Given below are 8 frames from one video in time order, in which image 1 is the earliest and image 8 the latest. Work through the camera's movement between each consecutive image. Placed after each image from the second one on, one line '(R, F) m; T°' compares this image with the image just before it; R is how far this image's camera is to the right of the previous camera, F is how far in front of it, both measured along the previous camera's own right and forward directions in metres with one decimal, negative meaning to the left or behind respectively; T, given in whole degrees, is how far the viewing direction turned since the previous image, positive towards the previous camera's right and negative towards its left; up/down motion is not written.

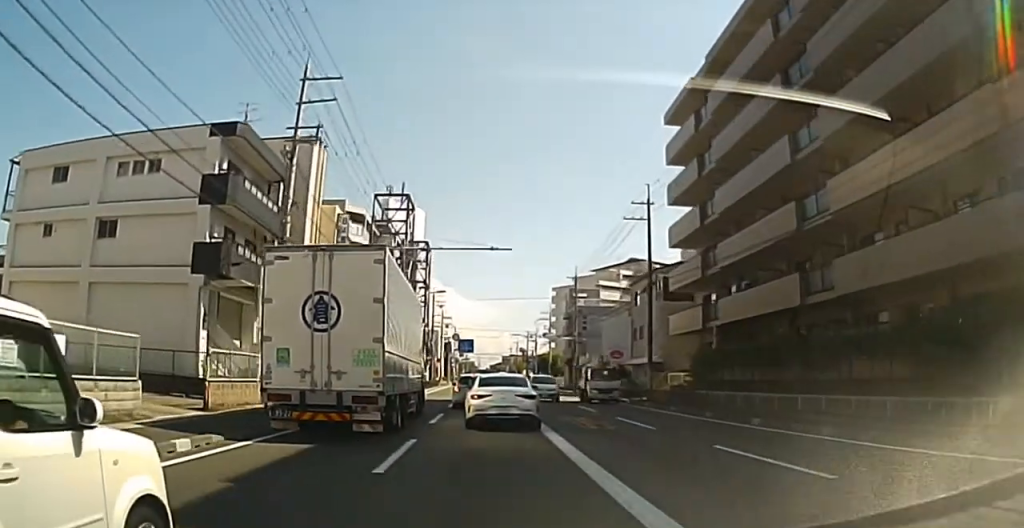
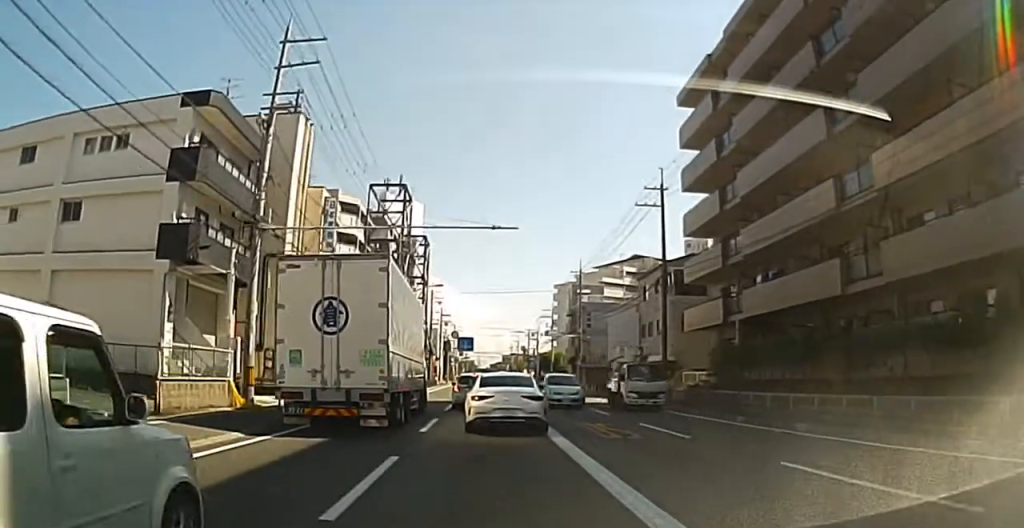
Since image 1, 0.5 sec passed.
(0.0, +3.2) m; 0°
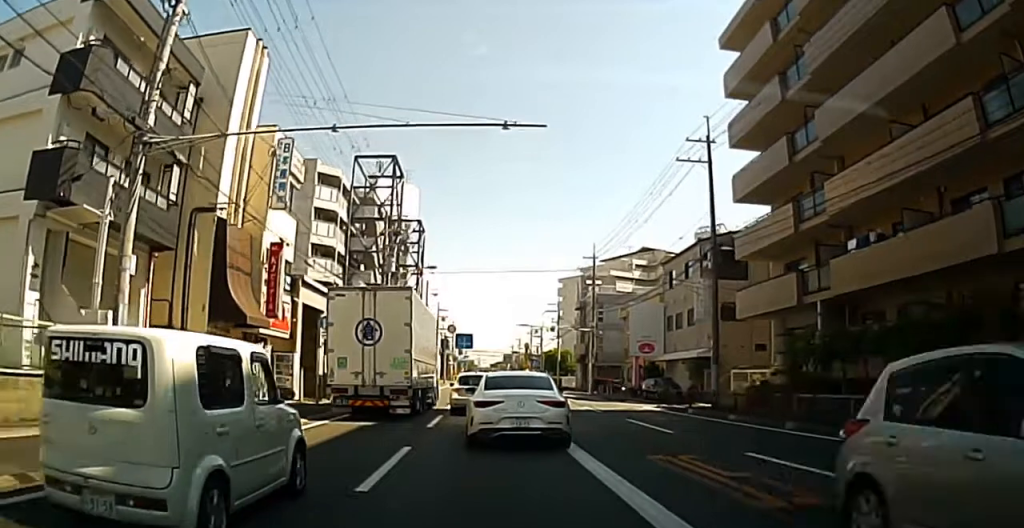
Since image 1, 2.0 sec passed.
(0.0, +8.2) m; 0°
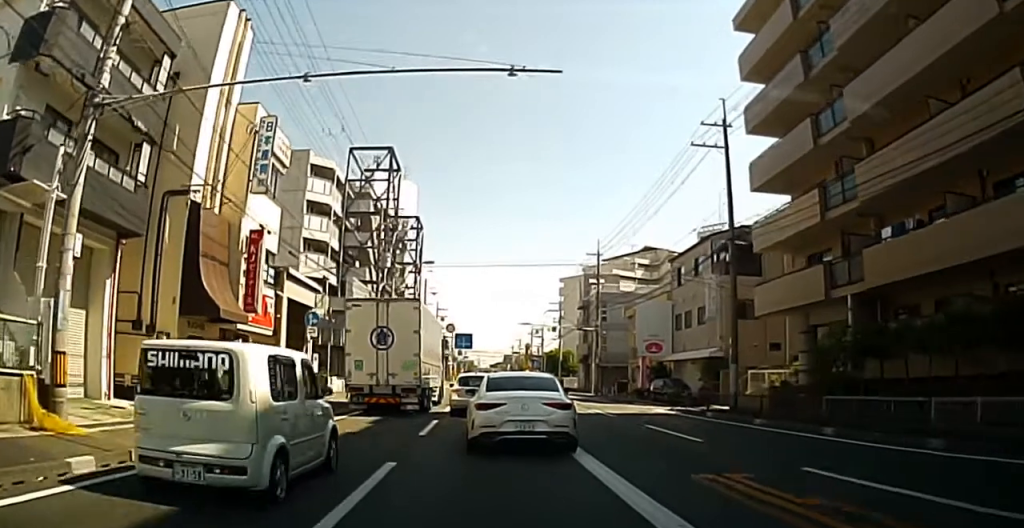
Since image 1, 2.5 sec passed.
(0.0, +2.4) m; 0°
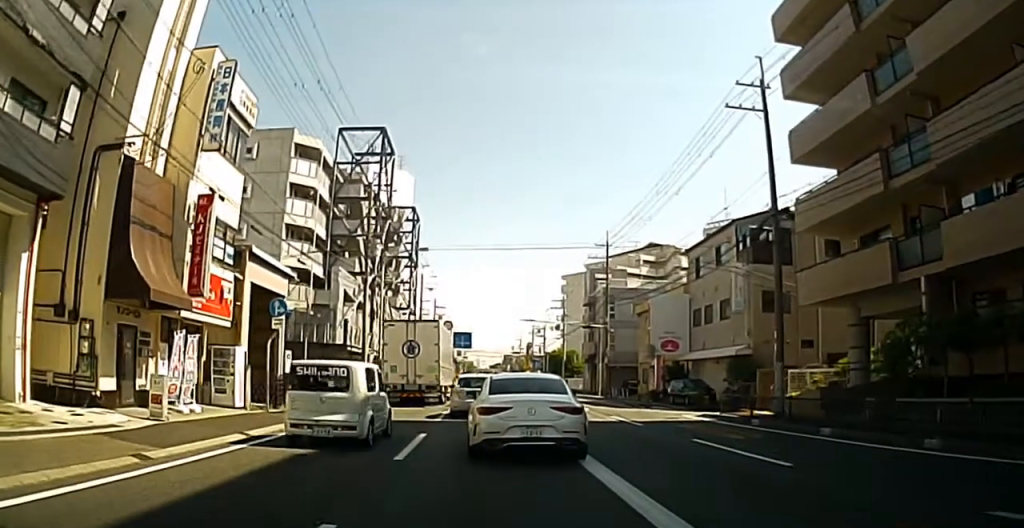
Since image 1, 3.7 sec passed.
(0.0, +5.0) m; 0°
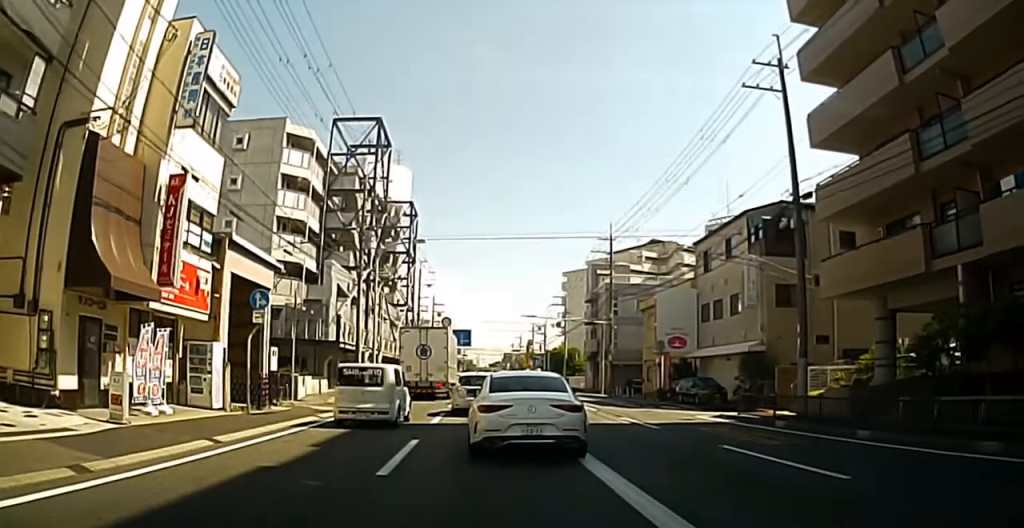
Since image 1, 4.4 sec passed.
(0.0, +2.6) m; 0°
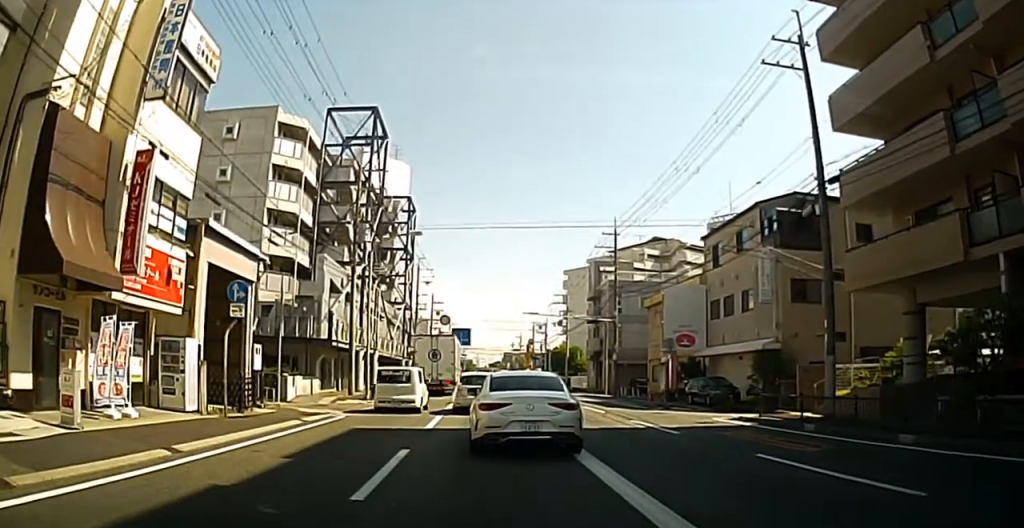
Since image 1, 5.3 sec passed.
(0.0, +3.0) m; 0°
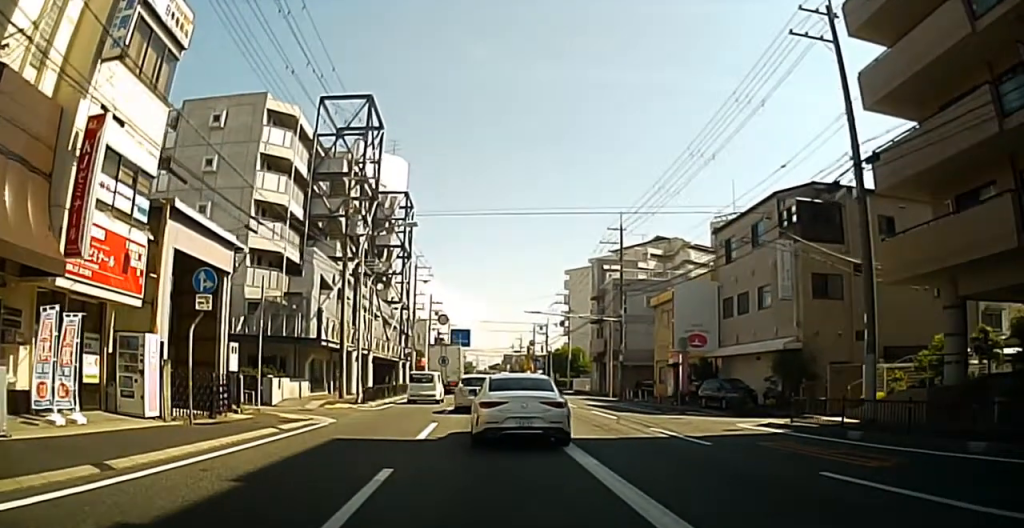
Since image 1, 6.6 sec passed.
(0.0, +4.0) m; 0°
